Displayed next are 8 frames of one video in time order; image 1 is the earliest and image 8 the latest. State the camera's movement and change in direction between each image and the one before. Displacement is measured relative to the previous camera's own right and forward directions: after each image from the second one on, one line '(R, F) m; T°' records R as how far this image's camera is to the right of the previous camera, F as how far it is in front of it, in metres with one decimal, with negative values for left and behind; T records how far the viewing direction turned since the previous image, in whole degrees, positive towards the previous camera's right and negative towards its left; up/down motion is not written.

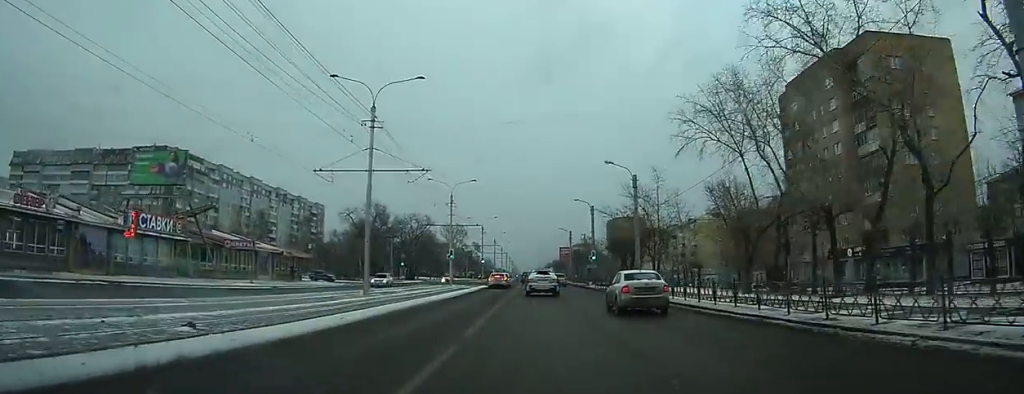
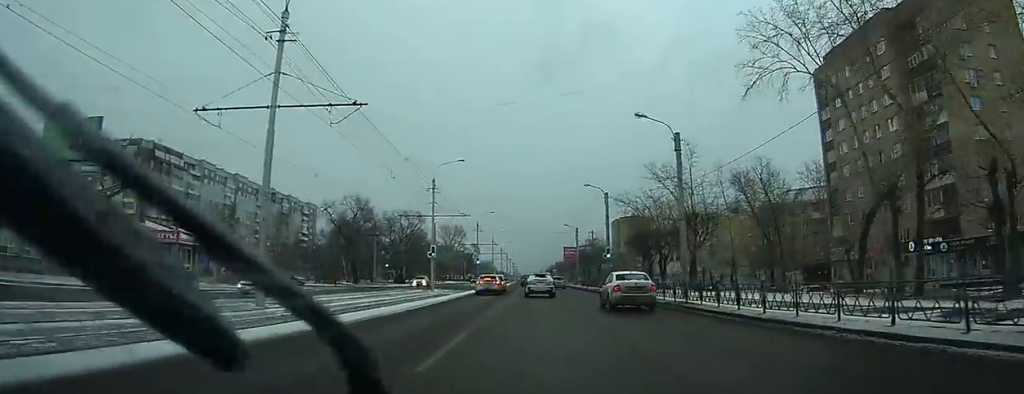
(-0.2, +13.3) m; -1°
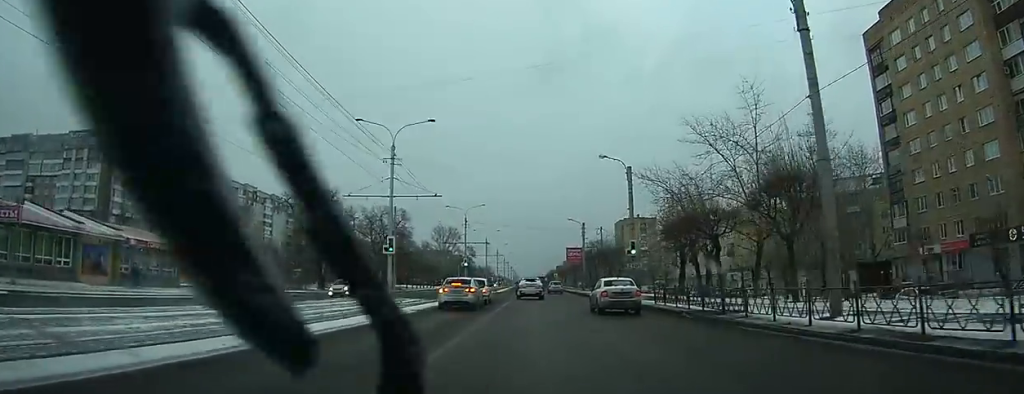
(+0.1, +15.7) m; +1°
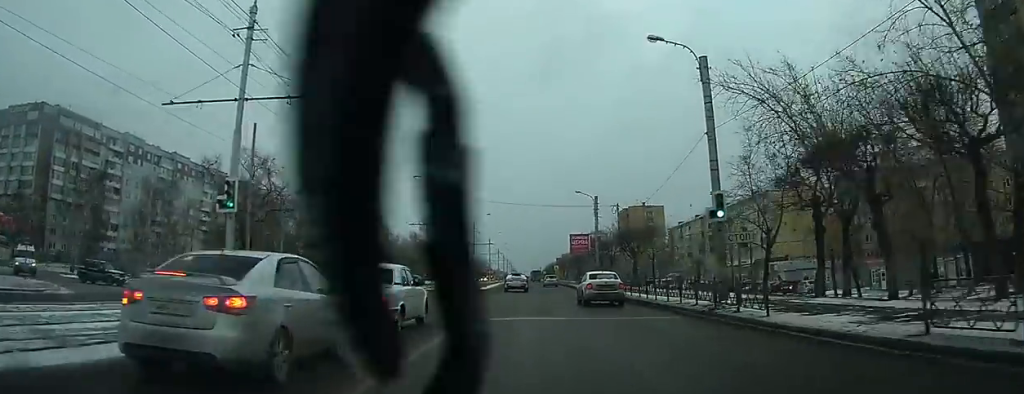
(+0.3, +20.9) m; 0°
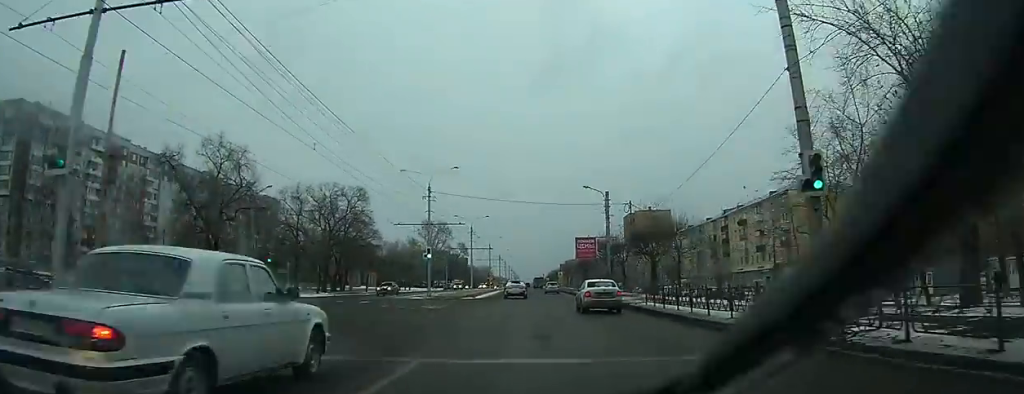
(0.0, +7.7) m; -1°
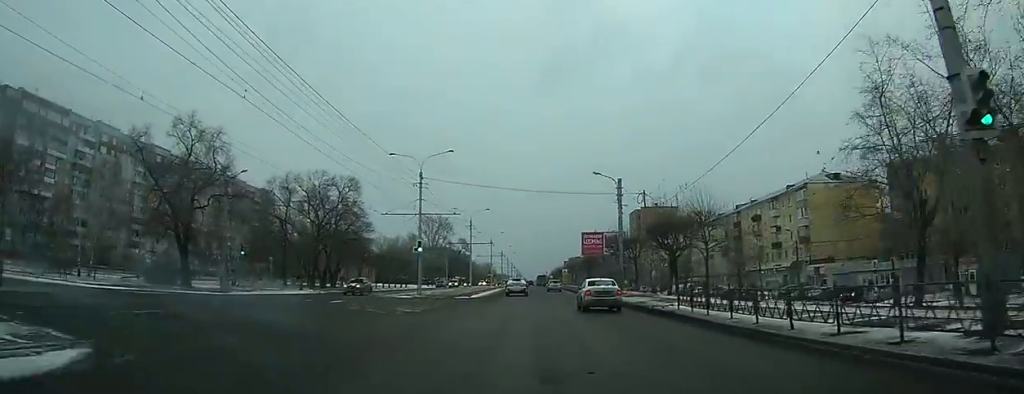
(-0.1, +6.0) m; 0°
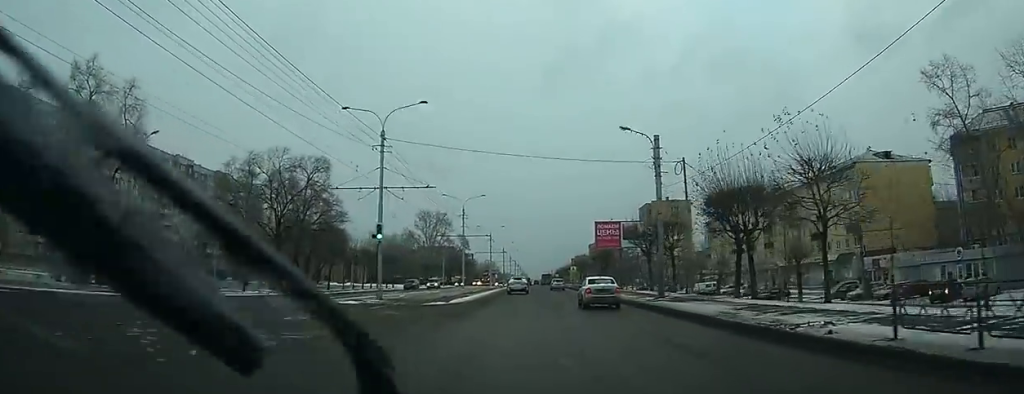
(-0.1, +14.1) m; 0°
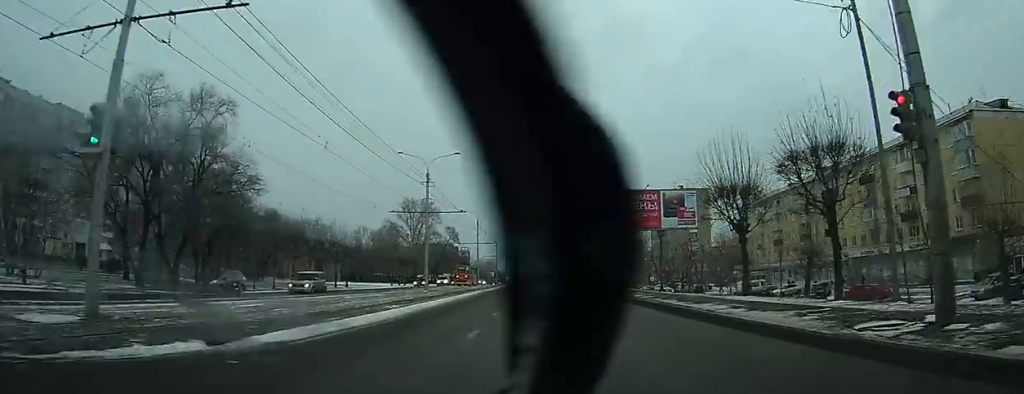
(+0.3, +24.3) m; +1°
